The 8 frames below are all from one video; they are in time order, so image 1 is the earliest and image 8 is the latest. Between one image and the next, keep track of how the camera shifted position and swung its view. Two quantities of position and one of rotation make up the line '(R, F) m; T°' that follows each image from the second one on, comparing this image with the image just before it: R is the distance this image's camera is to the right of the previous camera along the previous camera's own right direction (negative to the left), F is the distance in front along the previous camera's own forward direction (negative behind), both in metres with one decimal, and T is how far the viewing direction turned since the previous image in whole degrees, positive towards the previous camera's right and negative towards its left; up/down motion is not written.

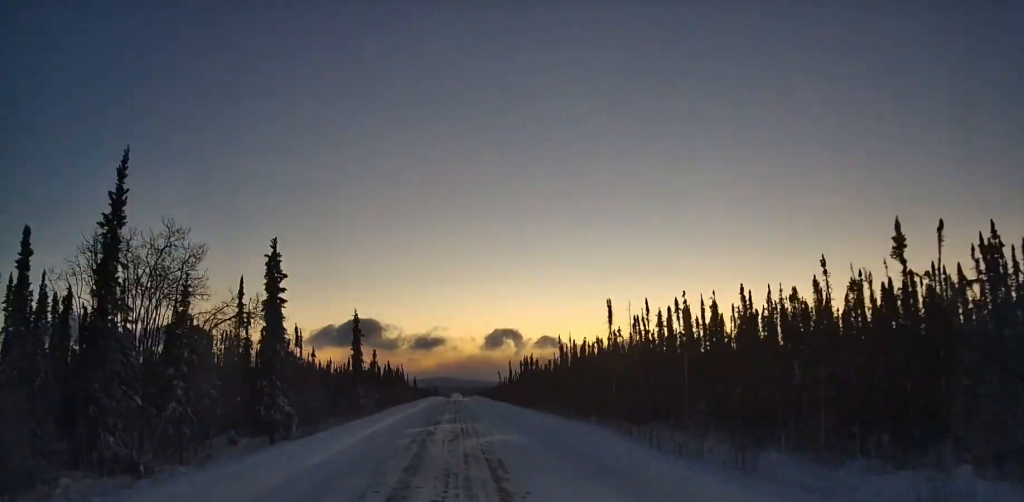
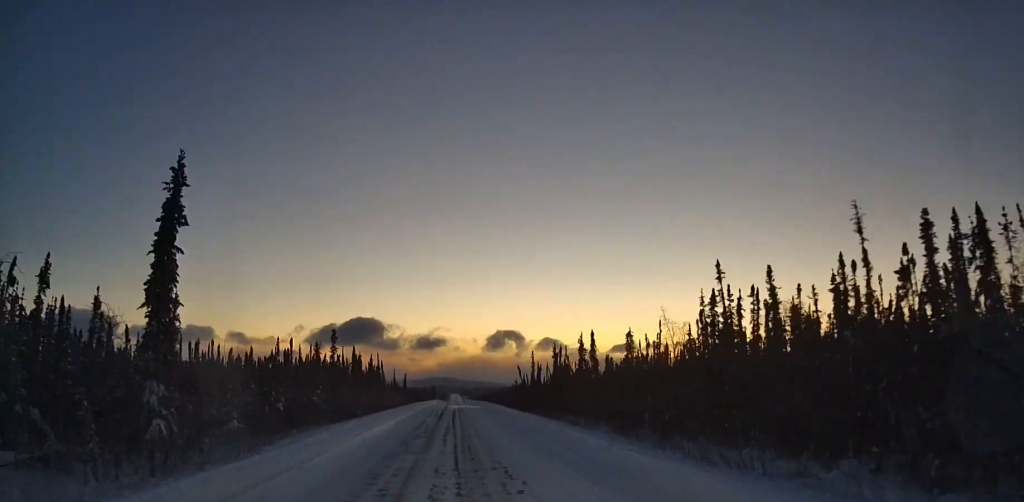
(0.0, +53.2) m; 0°
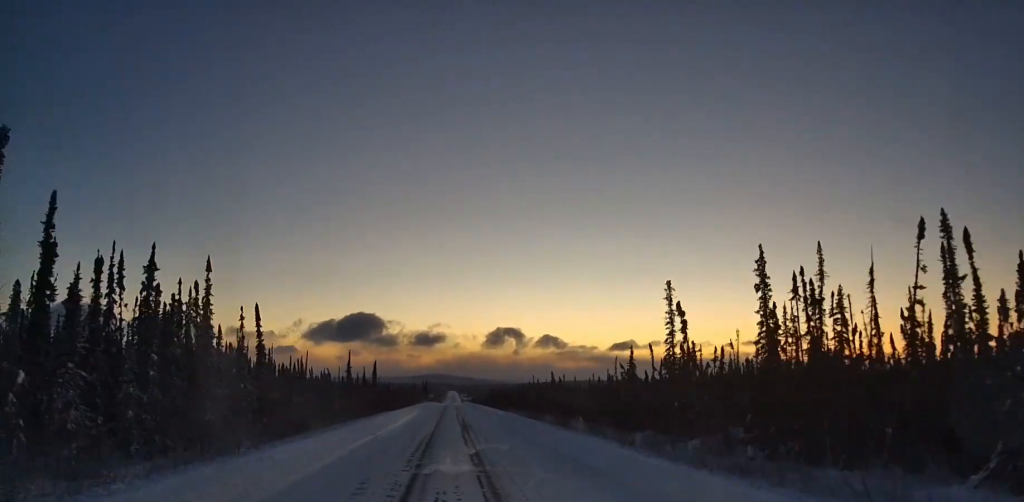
(0.0, +83.1) m; 0°
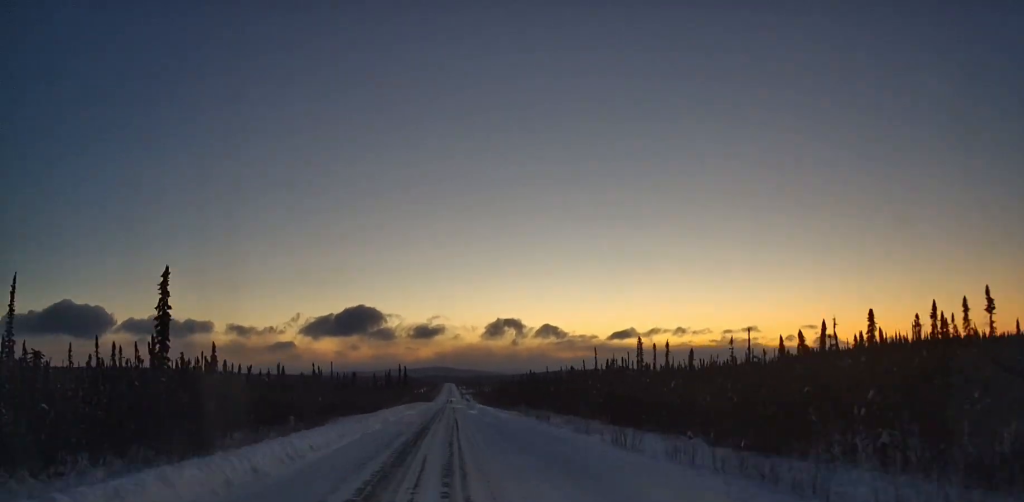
(-0.2, +109.5) m; 0°
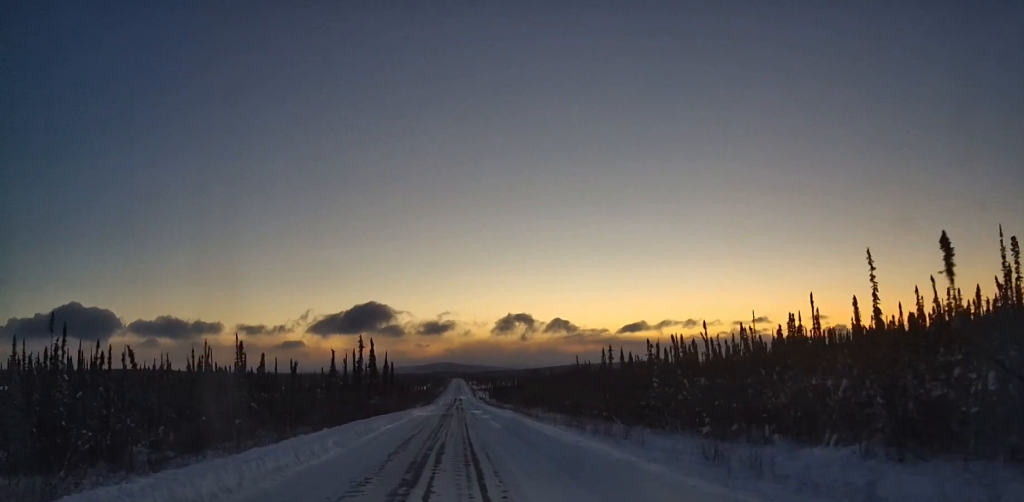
(+0.3, +89.5) m; 0°
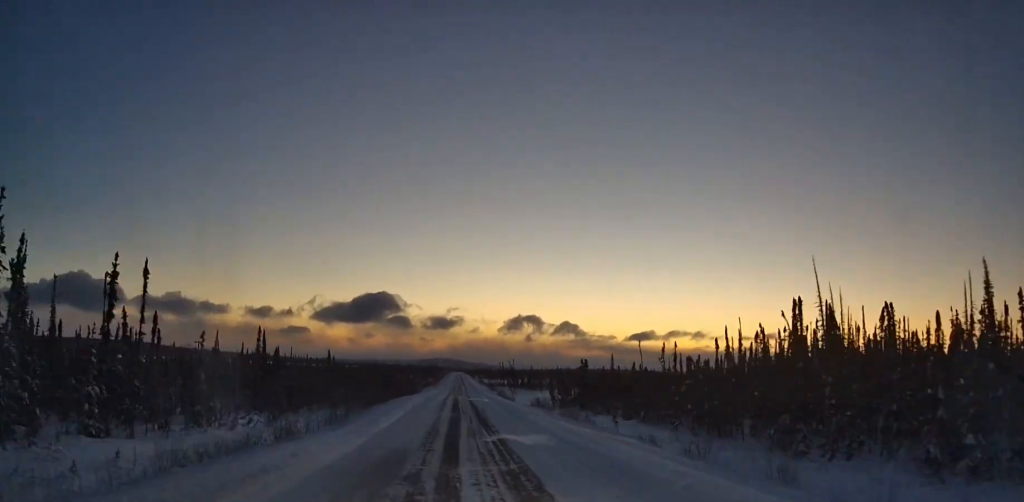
(-0.6, +175.4) m; 0°
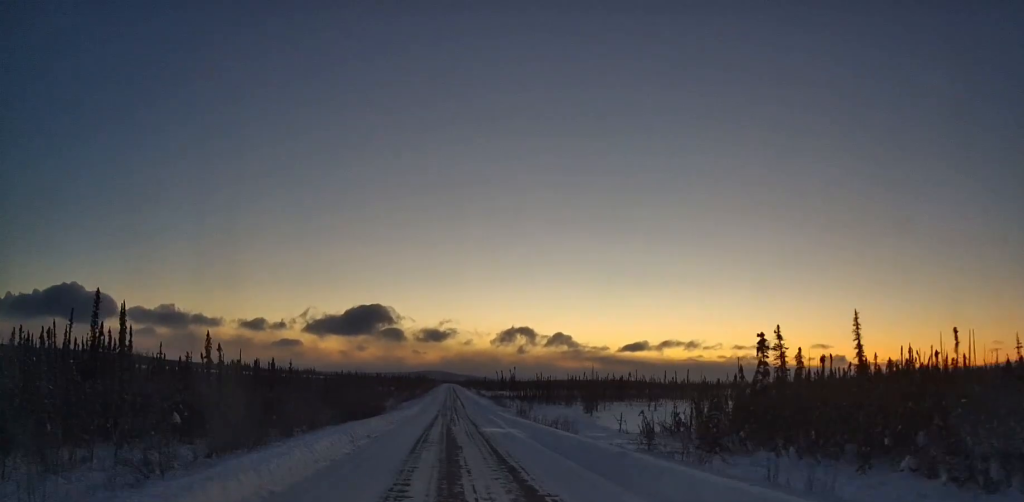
(-0.1, +51.2) m; 0°
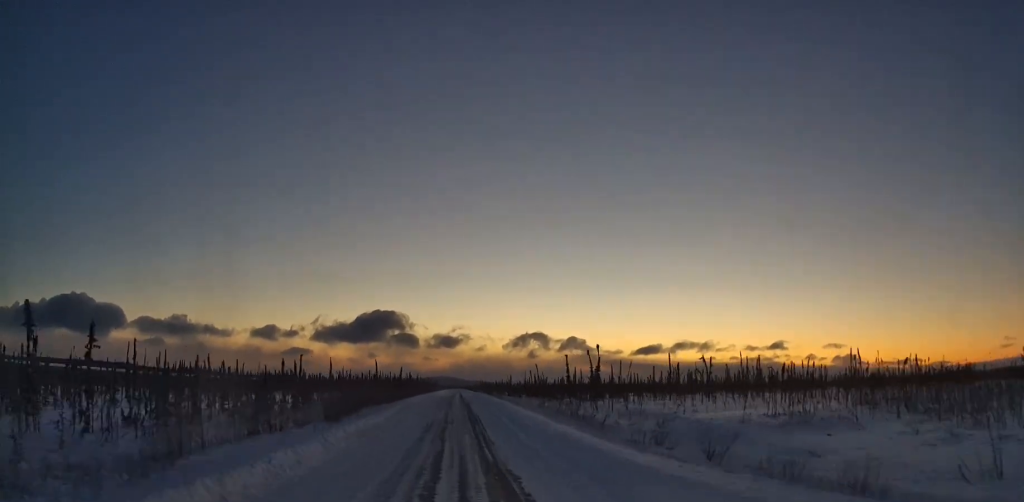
(+0.4, +172.0) m; 0°
